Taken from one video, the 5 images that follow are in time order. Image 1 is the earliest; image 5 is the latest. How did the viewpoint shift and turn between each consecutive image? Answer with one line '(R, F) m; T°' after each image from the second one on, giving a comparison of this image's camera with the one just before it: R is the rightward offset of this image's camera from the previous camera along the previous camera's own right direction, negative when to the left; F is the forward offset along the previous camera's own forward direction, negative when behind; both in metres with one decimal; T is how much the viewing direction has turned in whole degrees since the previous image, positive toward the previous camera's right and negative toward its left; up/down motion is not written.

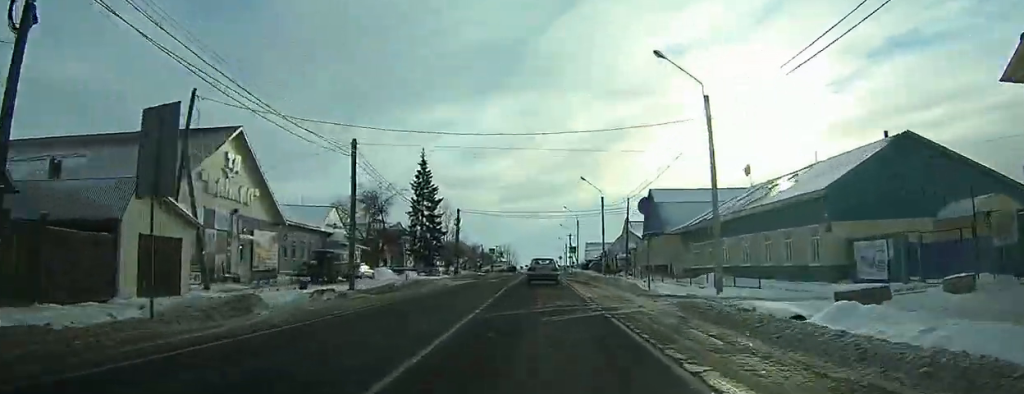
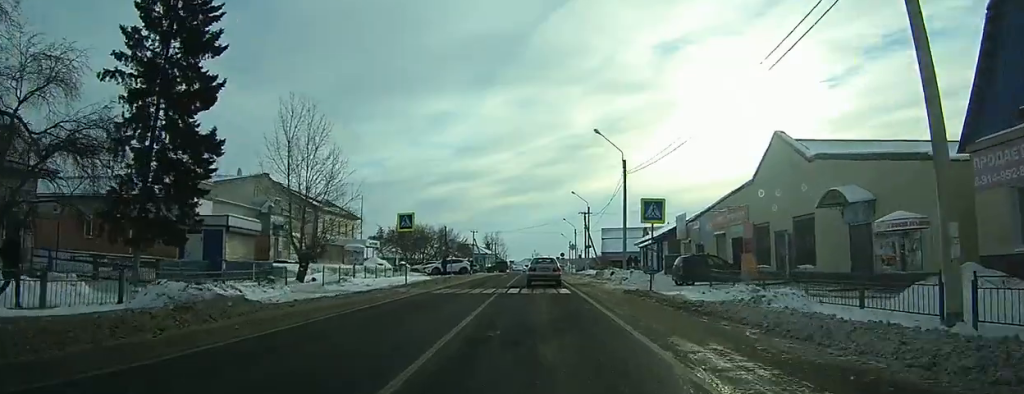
(+0.1, +47.9) m; 0°
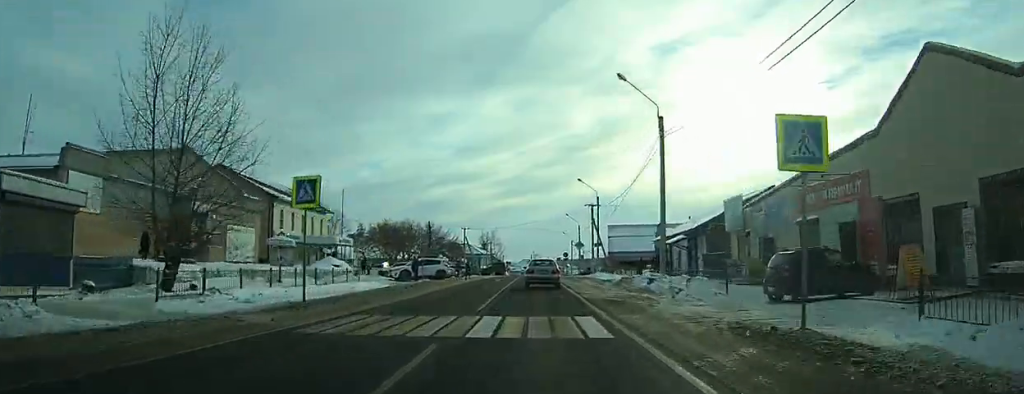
(0.0, +12.7) m; 0°
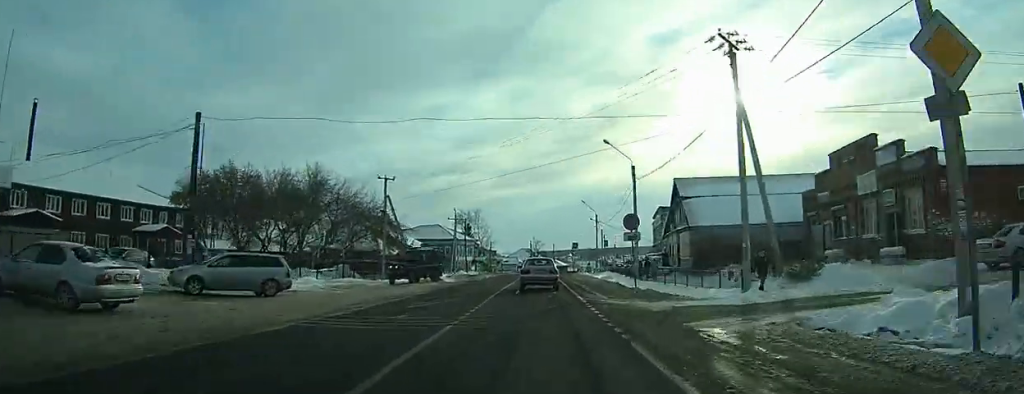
(+0.4, +64.0) m; +2°
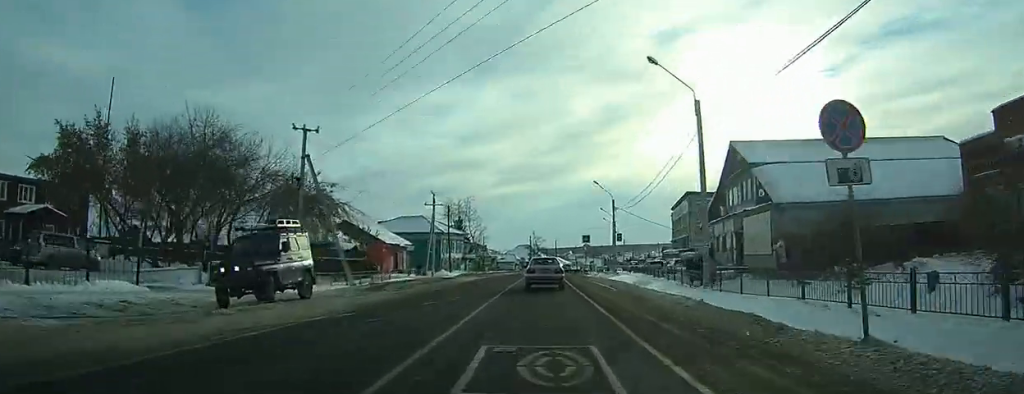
(+0.4, +22.9) m; +5°
